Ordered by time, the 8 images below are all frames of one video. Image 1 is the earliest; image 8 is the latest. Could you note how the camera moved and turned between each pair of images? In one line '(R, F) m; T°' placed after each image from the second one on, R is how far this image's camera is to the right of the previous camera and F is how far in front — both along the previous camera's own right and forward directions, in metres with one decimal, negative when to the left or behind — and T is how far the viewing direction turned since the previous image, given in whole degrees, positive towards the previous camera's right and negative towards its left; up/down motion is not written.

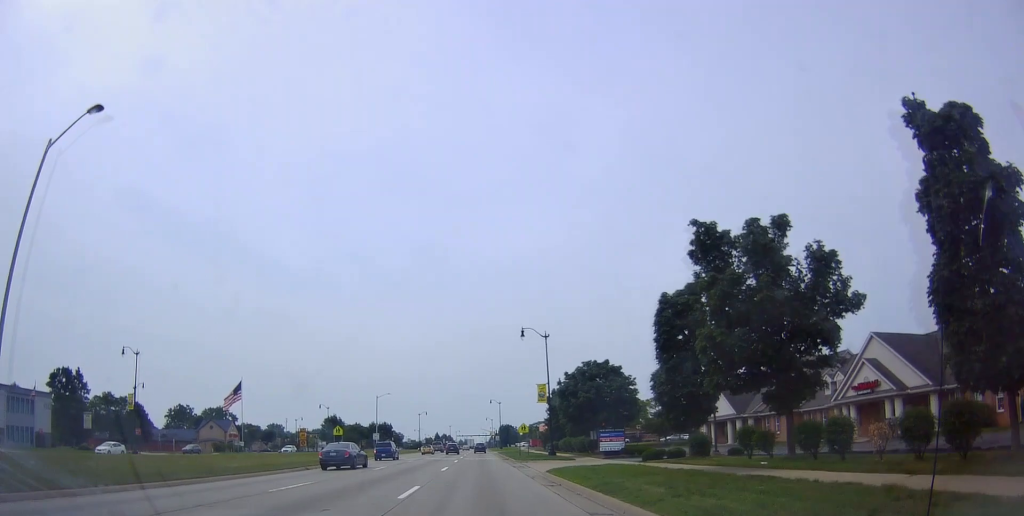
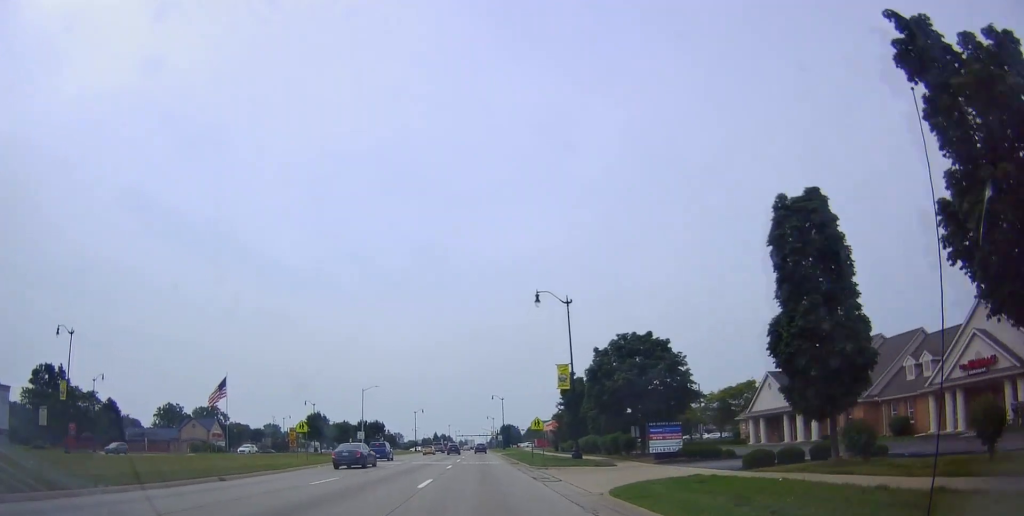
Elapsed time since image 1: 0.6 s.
(-0.3, +11.9) m; 0°
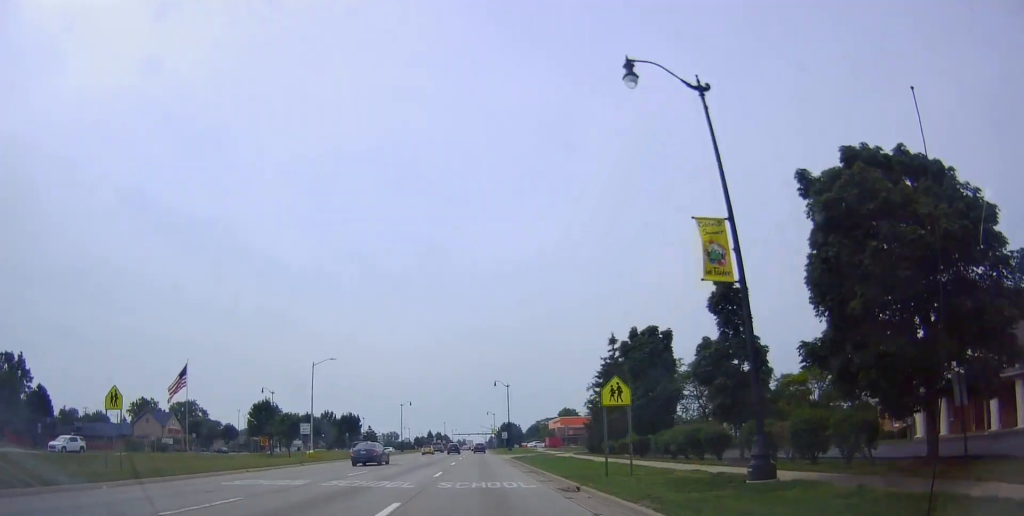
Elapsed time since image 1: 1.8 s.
(+0.1, +24.3) m; +2°
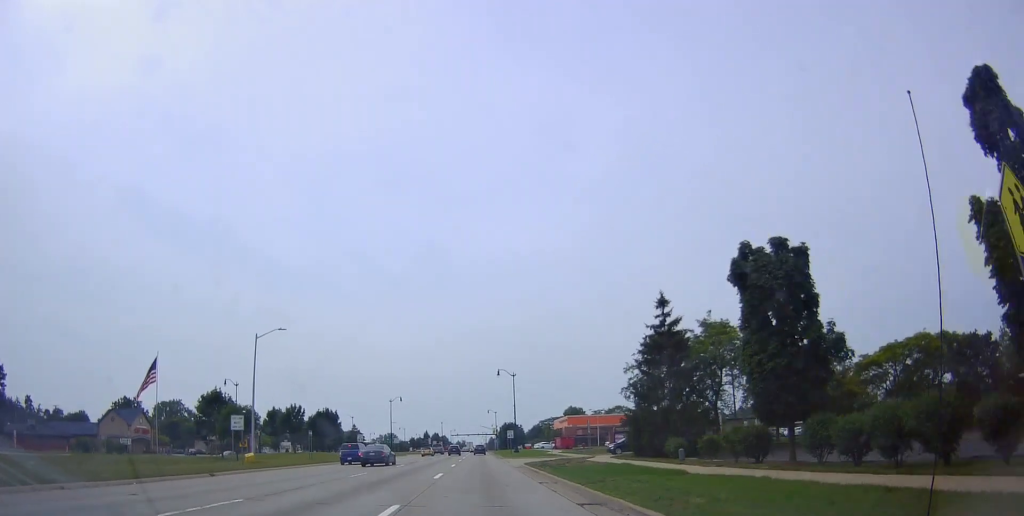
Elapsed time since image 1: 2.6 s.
(+0.2, +15.2) m; 0°
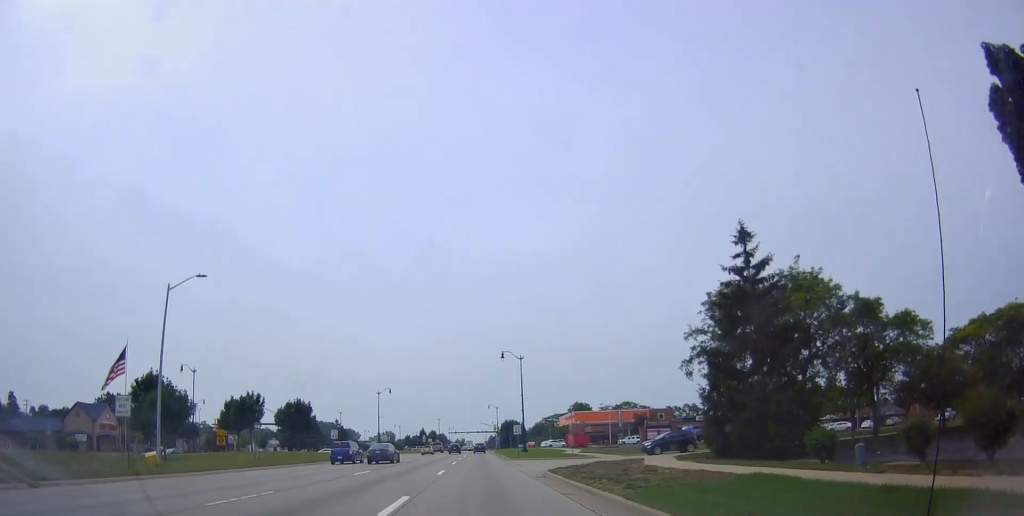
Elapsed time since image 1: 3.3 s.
(0.0, +13.3) m; -1°
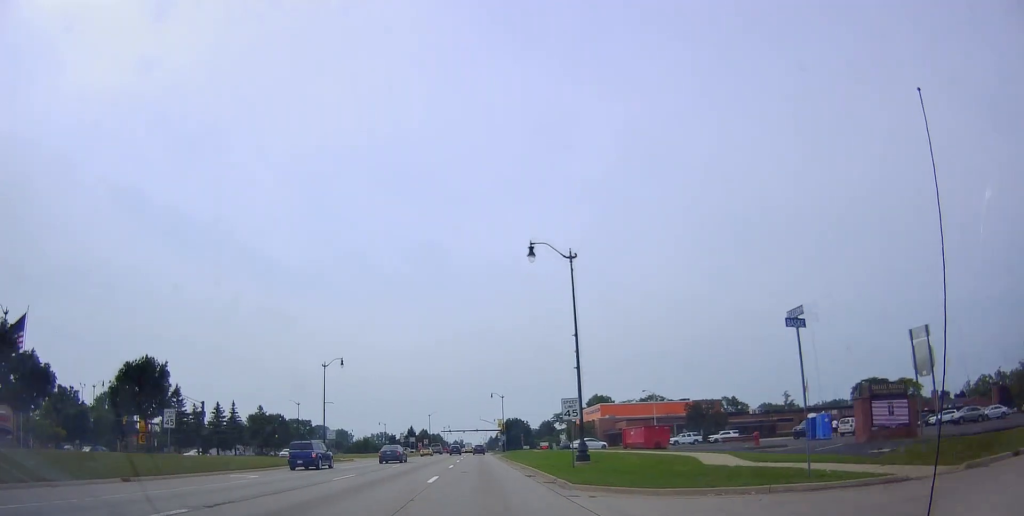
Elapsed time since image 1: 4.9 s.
(0.0, +33.7) m; +1°
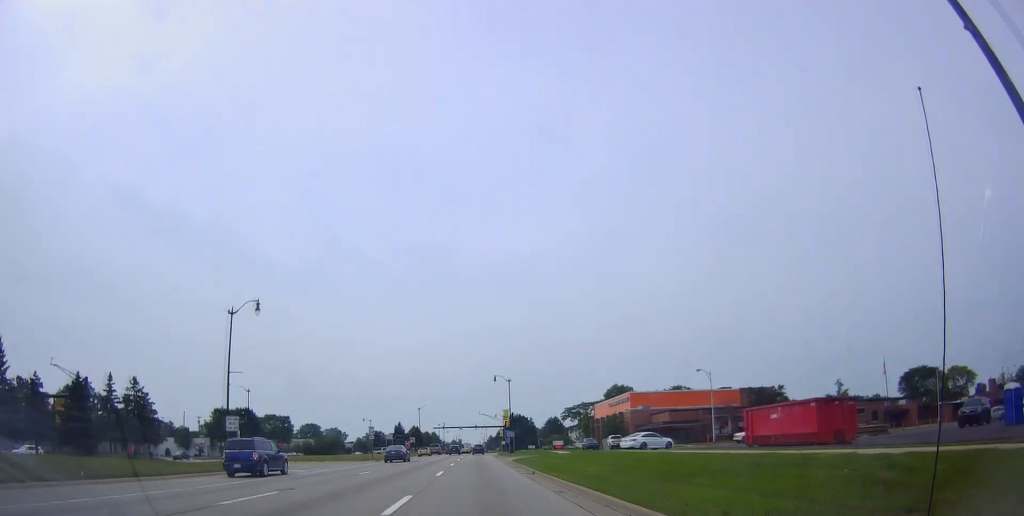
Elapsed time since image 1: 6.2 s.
(0.0, +25.2) m; -2°
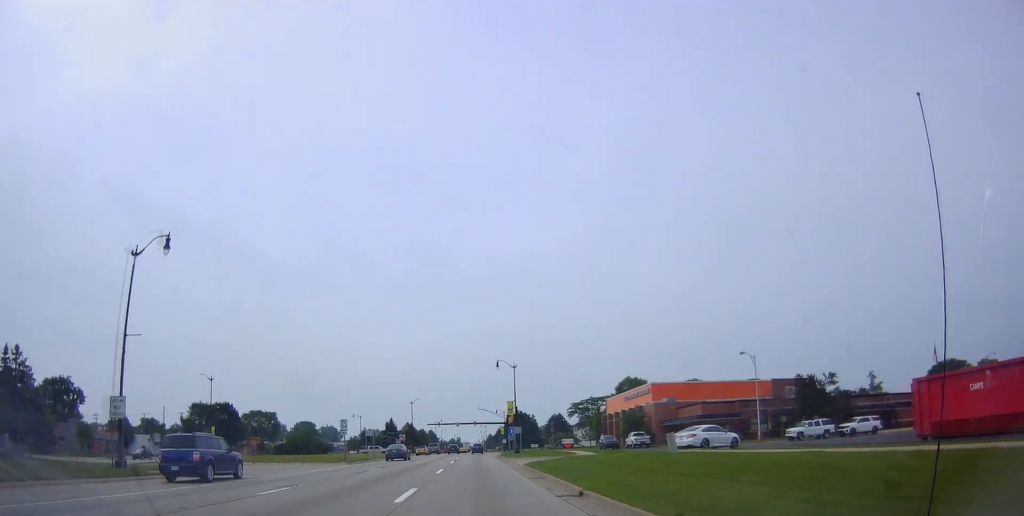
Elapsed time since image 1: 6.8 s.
(-0.5, +12.9) m; 0°
